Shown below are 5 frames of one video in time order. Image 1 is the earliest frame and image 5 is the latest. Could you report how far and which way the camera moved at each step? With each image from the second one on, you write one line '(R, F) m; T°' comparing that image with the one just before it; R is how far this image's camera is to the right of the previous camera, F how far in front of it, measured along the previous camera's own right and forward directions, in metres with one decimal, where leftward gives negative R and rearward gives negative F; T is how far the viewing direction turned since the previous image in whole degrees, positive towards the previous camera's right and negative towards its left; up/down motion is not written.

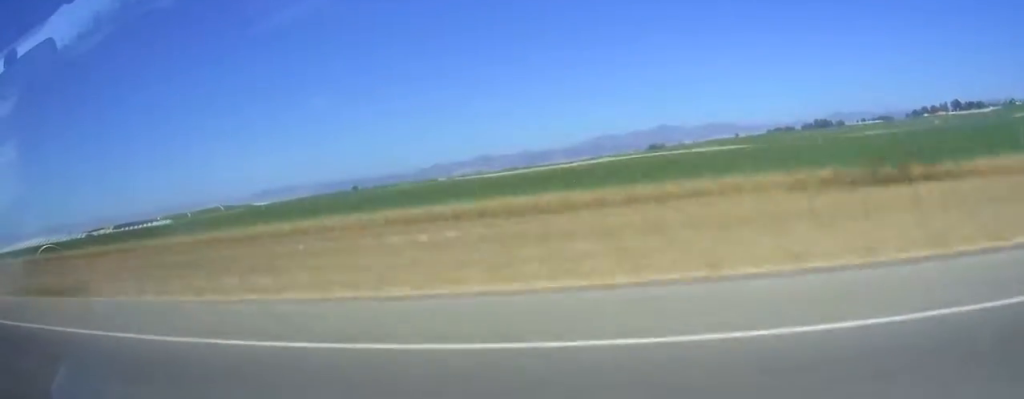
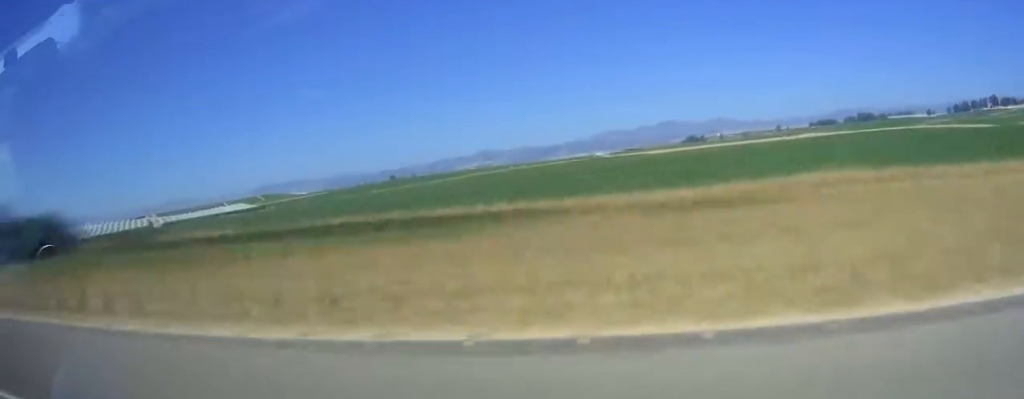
(+0.6, +109.2) m; 0°
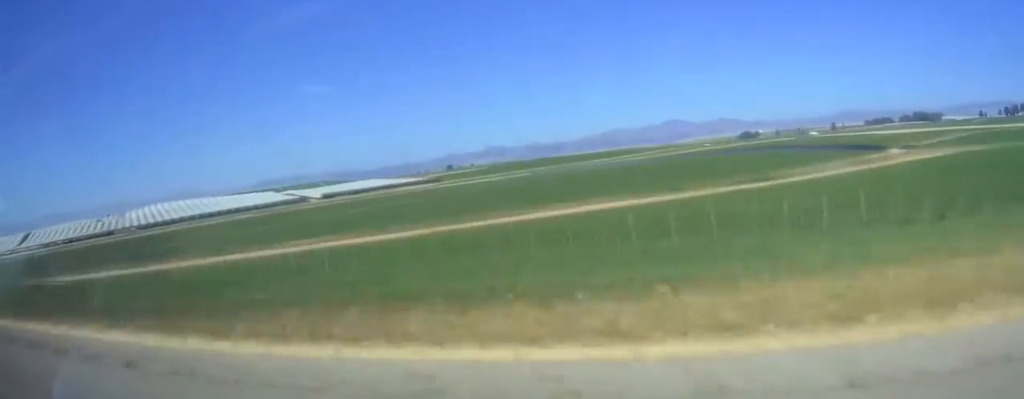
(+0.2, +187.6) m; 0°
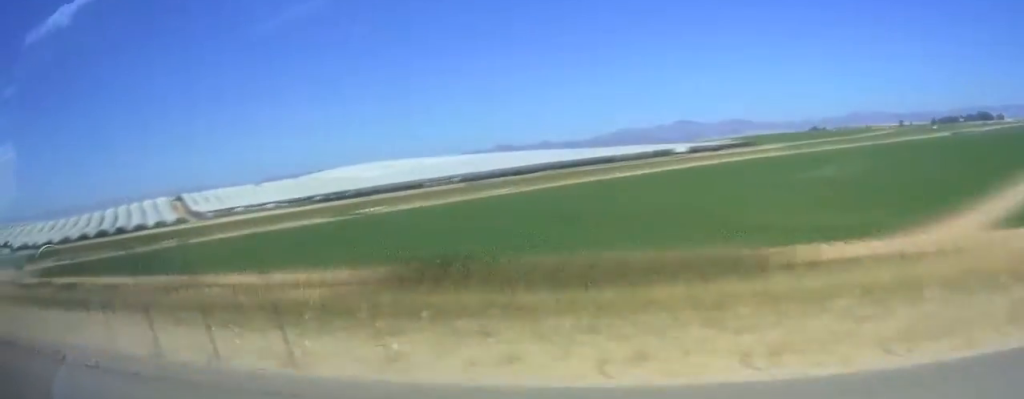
(-0.4, +210.8) m; -1°
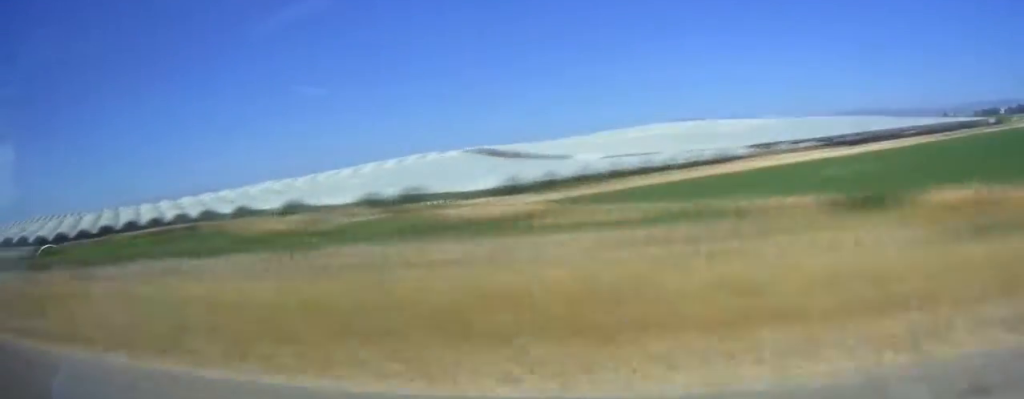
(-1.9, +168.0) m; 0°
